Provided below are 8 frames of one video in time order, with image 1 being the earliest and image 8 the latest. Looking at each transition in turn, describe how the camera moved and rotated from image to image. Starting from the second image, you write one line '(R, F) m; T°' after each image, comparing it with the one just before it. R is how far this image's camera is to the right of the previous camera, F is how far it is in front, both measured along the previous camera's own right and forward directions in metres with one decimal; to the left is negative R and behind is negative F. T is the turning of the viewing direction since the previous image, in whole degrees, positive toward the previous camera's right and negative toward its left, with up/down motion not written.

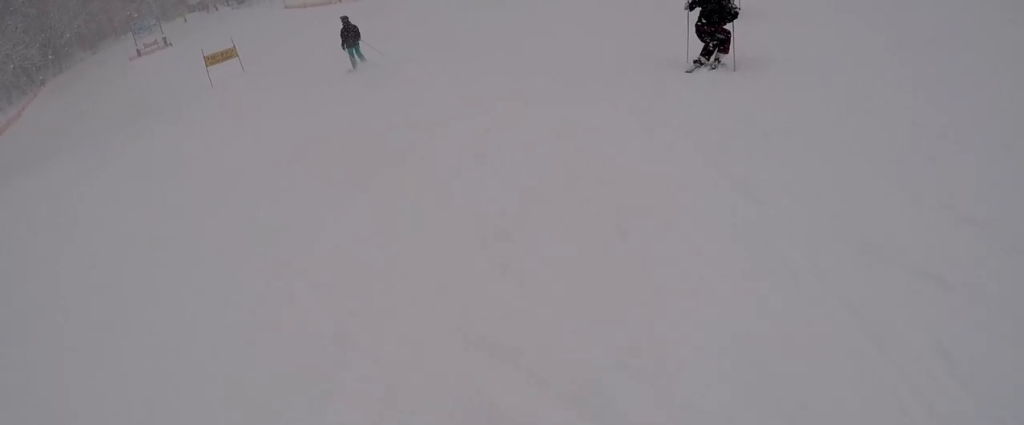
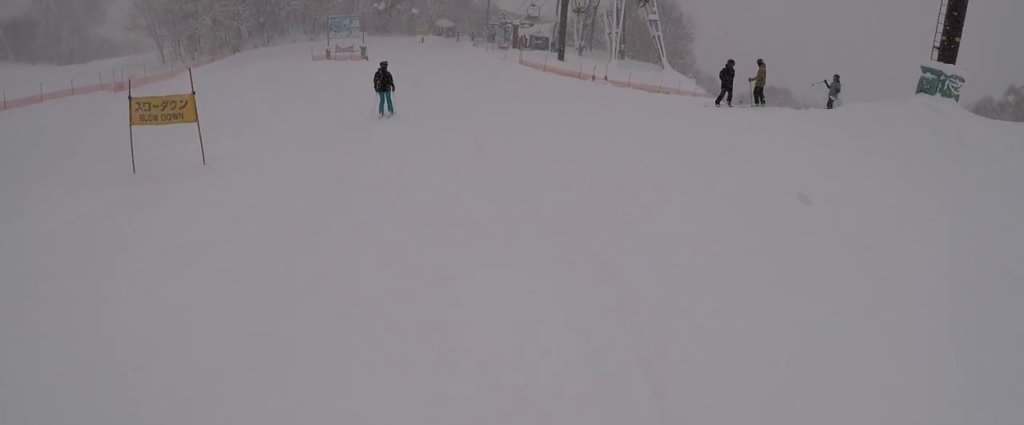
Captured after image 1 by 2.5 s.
(+0.3, +20.9) m; -5°
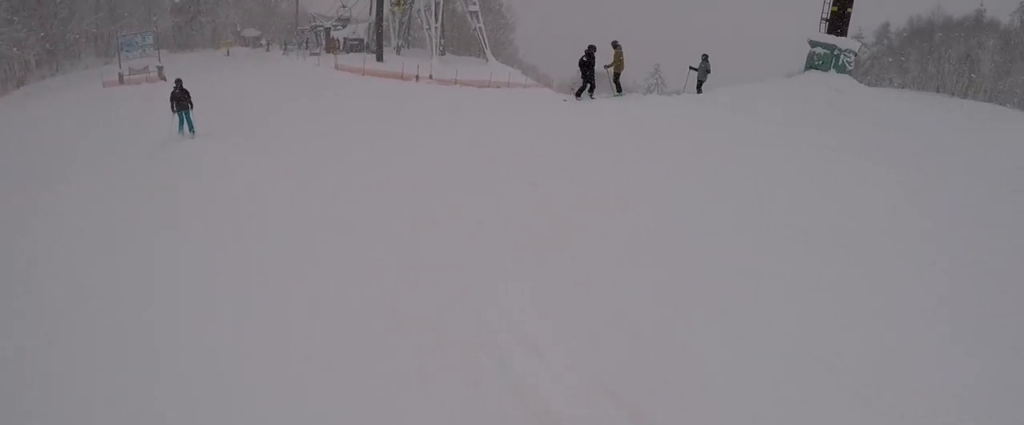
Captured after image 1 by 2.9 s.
(-0.4, +3.6) m; -7°
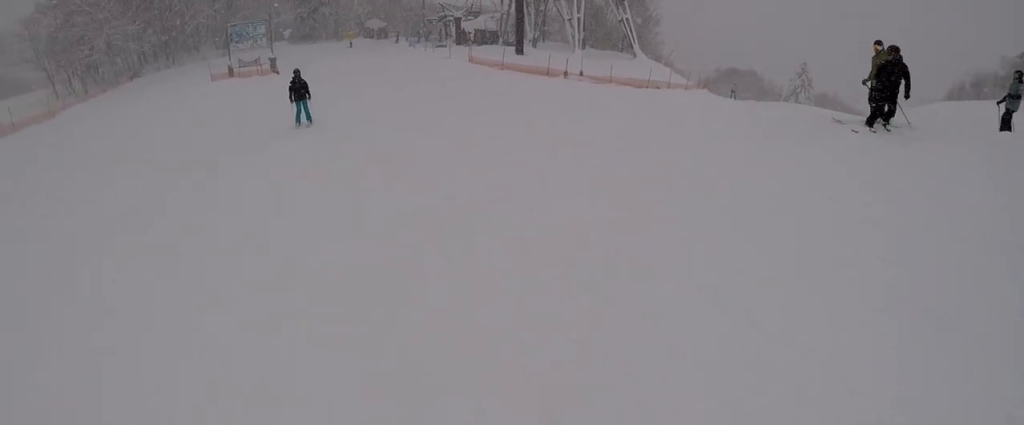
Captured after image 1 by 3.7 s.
(-0.8, +6.9) m; -14°
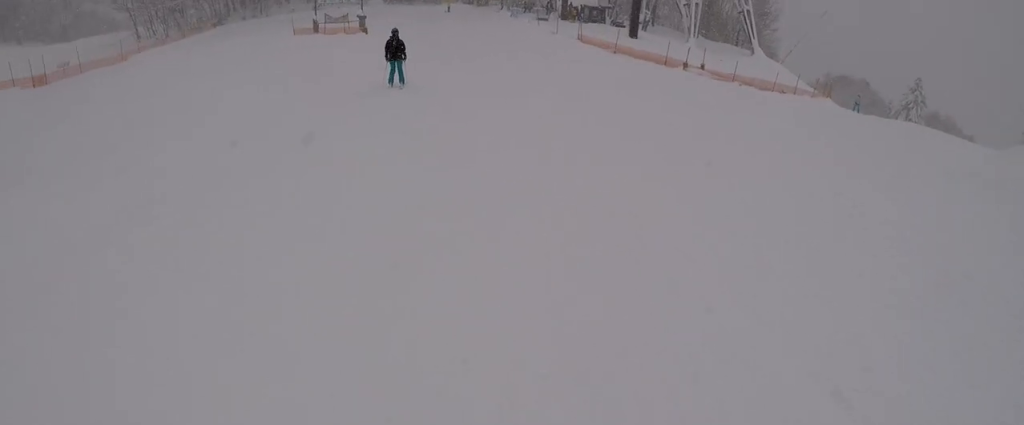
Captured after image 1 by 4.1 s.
(-0.6, +3.8) m; 0°
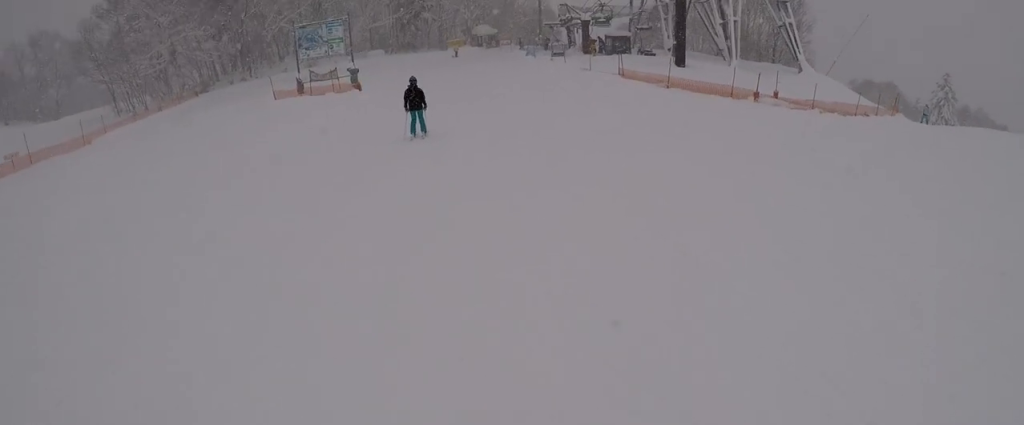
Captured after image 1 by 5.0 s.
(0.0, +7.4) m; +1°
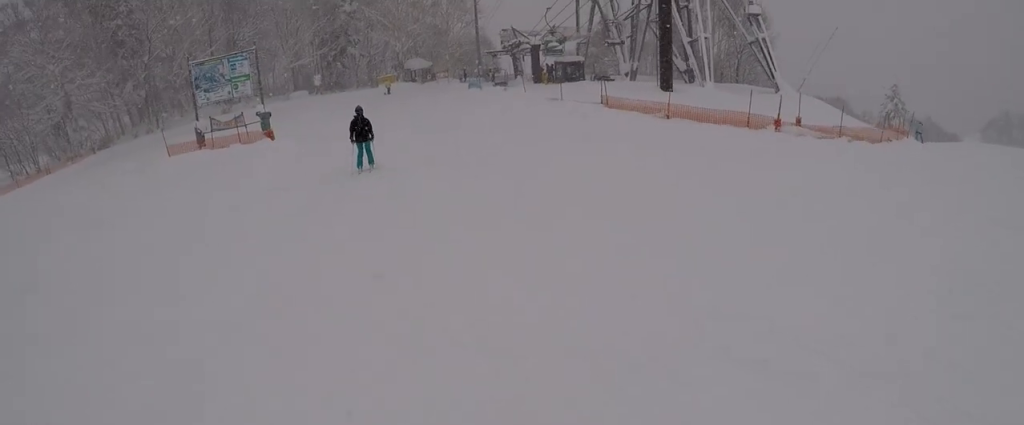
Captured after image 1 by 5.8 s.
(+0.7, +6.3) m; 0°
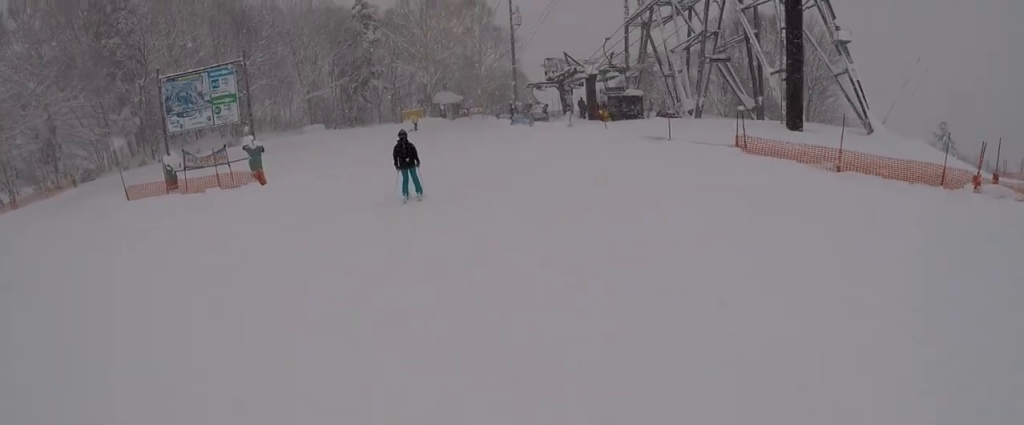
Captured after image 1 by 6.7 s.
(-1.1, +7.3) m; 0°
